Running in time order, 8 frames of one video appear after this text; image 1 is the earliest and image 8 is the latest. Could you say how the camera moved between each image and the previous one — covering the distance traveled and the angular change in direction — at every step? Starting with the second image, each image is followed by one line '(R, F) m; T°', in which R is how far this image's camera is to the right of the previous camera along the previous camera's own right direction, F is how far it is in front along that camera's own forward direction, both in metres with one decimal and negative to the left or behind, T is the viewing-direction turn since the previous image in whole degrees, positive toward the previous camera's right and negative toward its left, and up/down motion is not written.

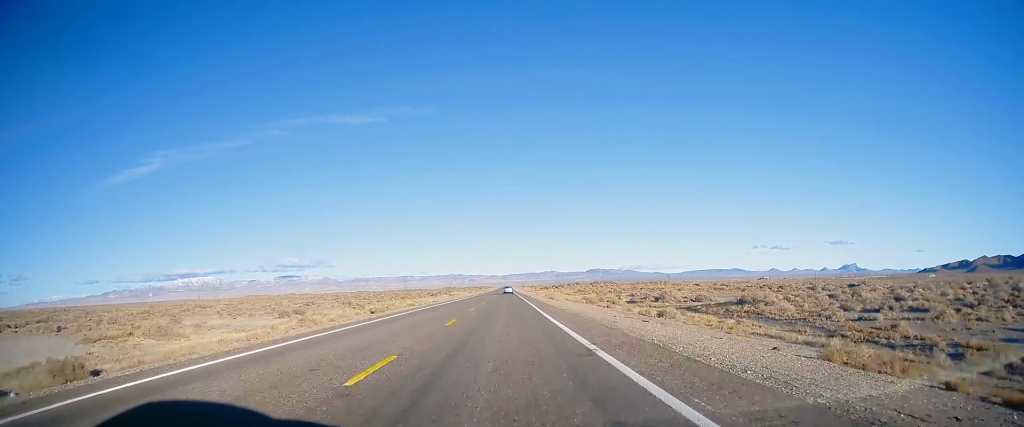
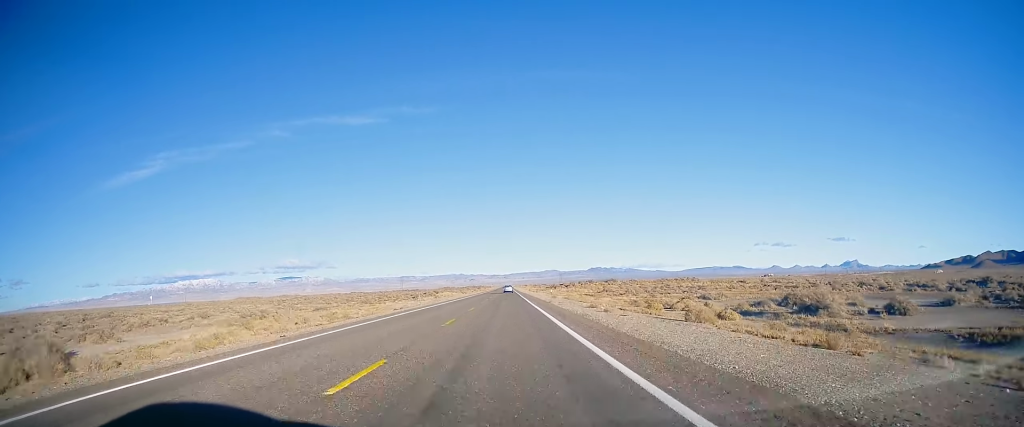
(0.0, +37.1) m; +1°
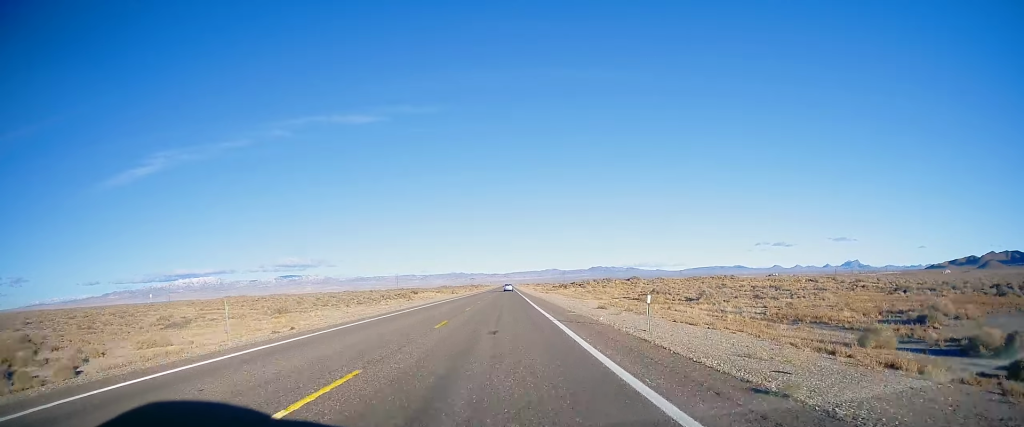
(+0.2, +38.1) m; -1°
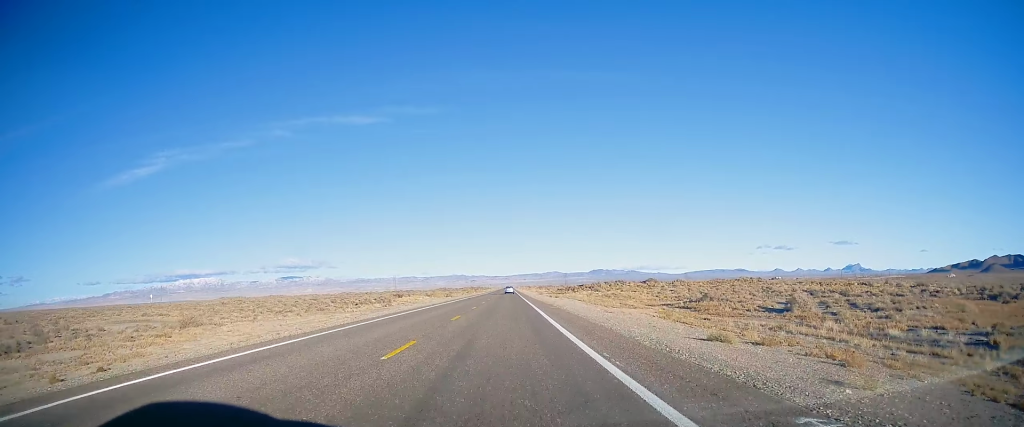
(-0.3, +19.4) m; -1°
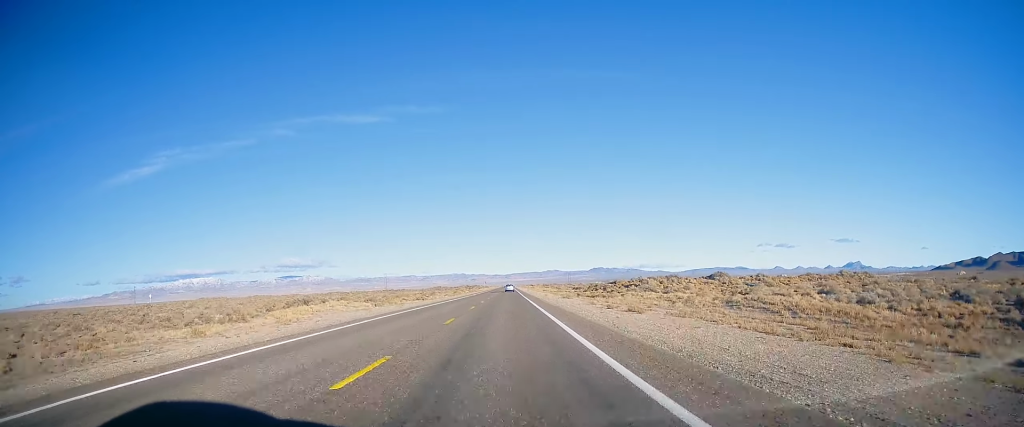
(+0.4, +51.8) m; +1°
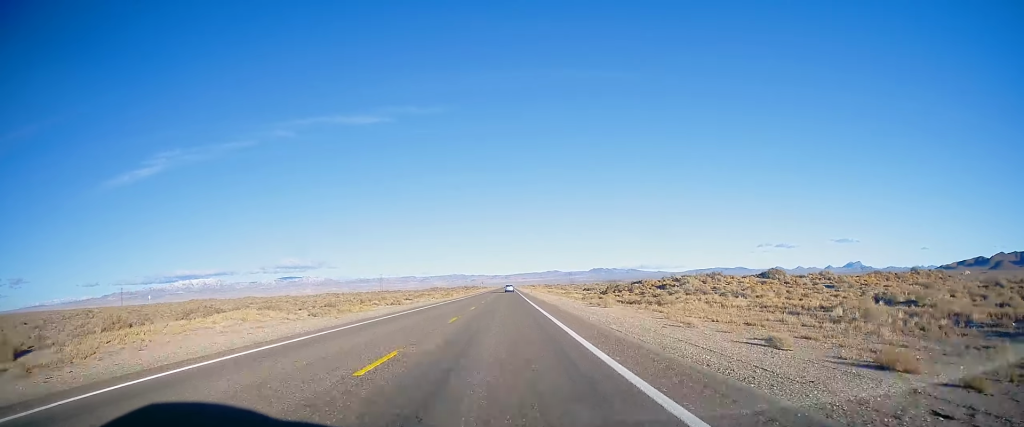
(0.0, +23.1) m; 0°
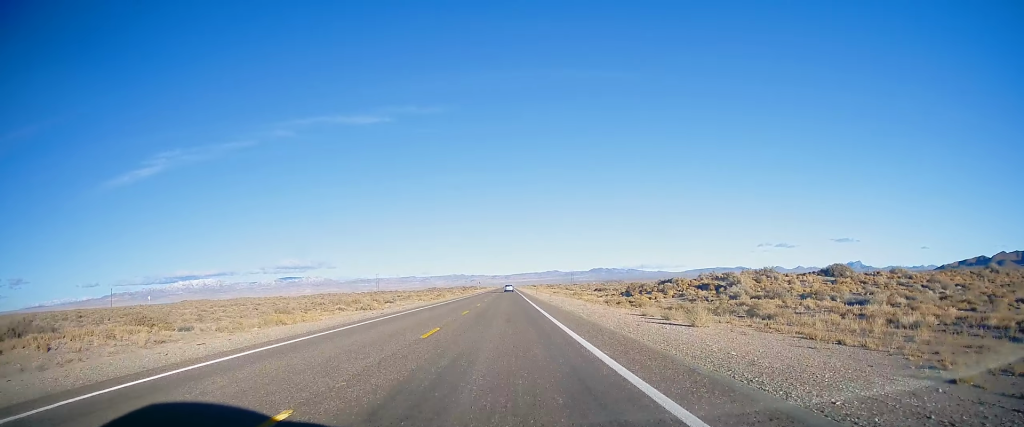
(0.0, +17.8) m; 0°
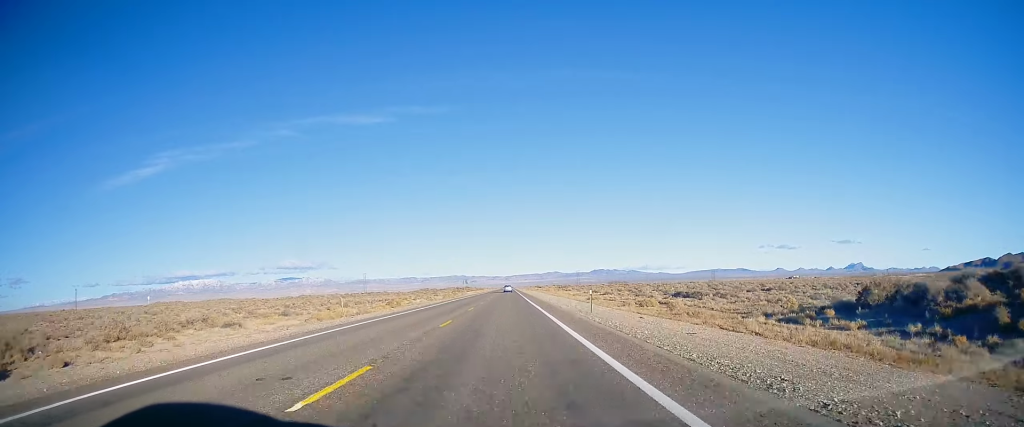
(-0.1, +57.4) m; 0°
